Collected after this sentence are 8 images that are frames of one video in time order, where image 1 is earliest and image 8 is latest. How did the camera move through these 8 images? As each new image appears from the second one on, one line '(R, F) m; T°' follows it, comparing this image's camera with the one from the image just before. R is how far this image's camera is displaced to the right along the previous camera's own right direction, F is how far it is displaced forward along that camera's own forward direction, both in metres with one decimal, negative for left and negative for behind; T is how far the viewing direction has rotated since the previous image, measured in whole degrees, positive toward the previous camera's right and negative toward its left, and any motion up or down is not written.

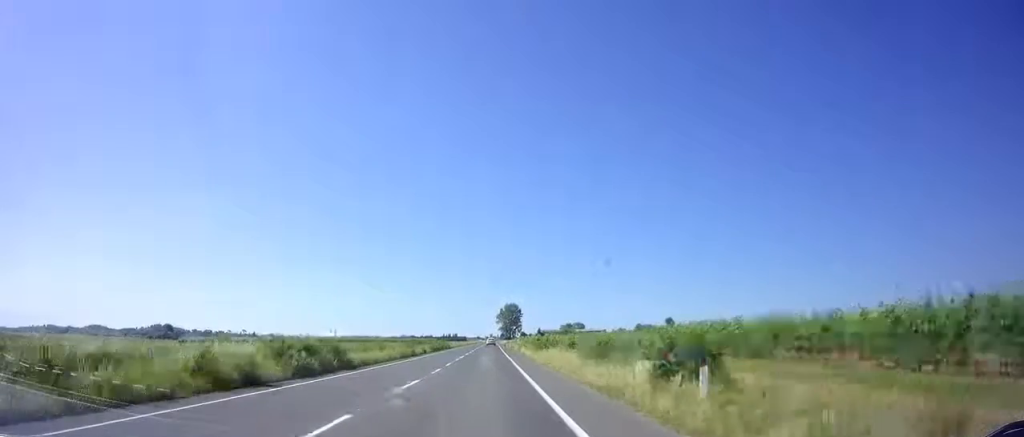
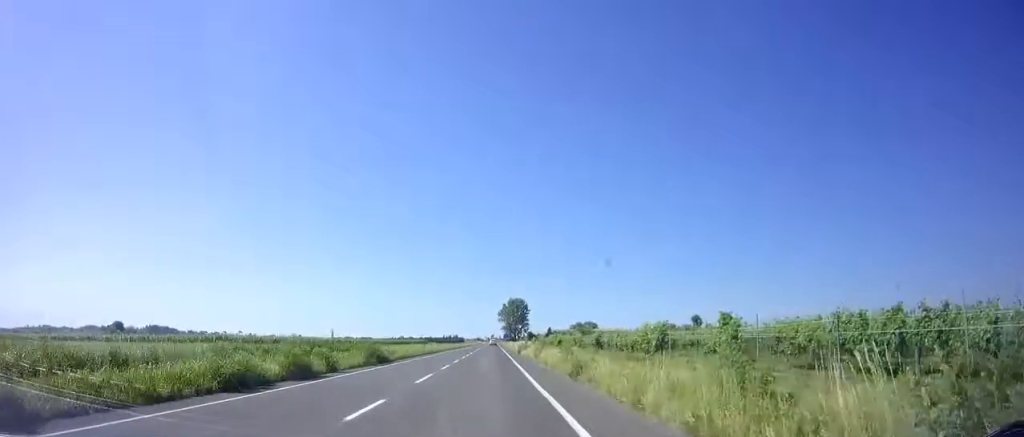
(+0.1, +49.1) m; 0°
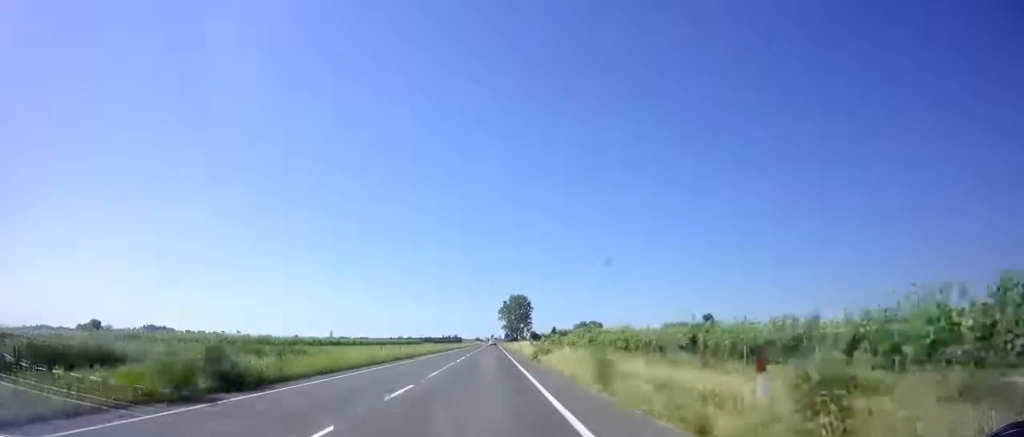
(0.0, +18.9) m; 0°
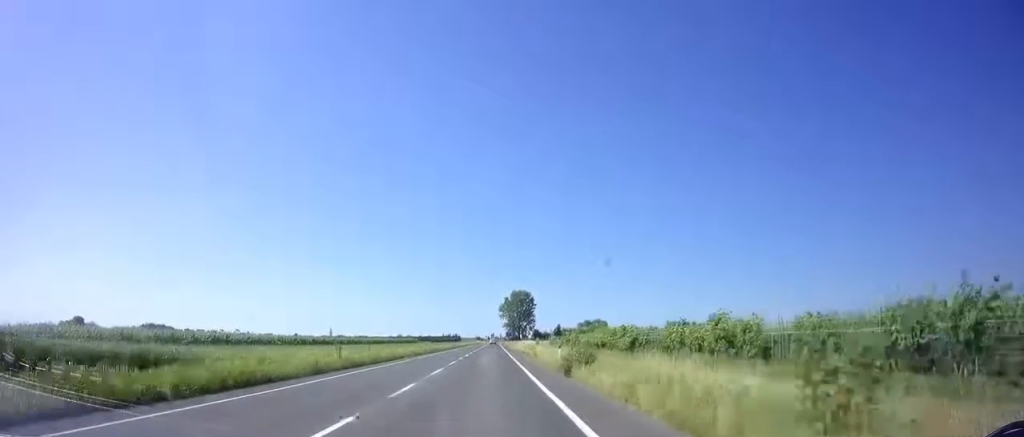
(-0.1, +13.3) m; 0°
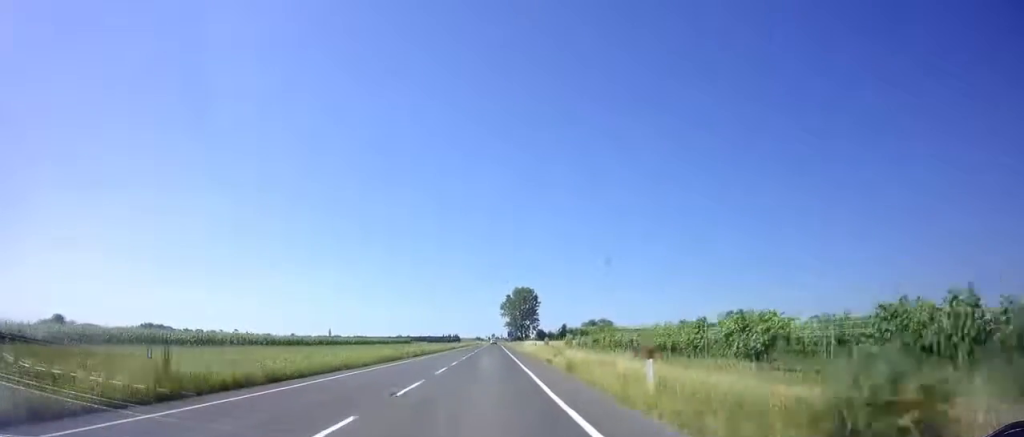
(0.0, +14.7) m; 0°
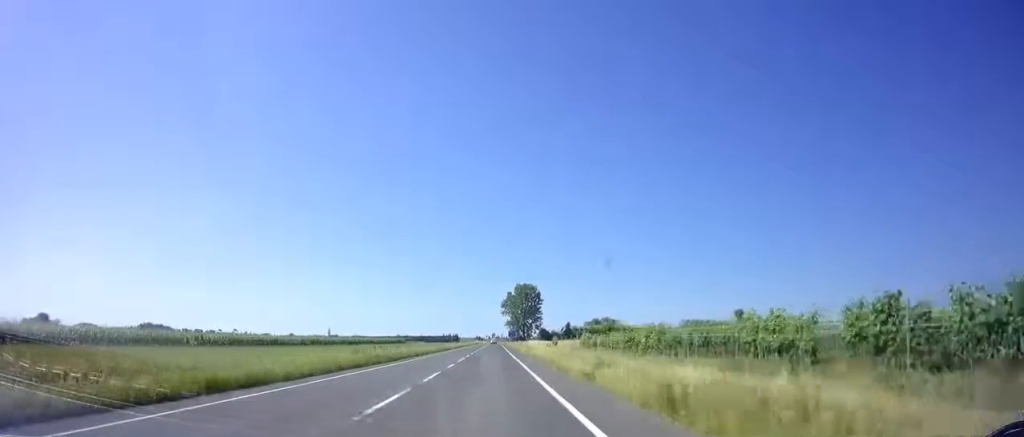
(0.0, +10.5) m; 0°
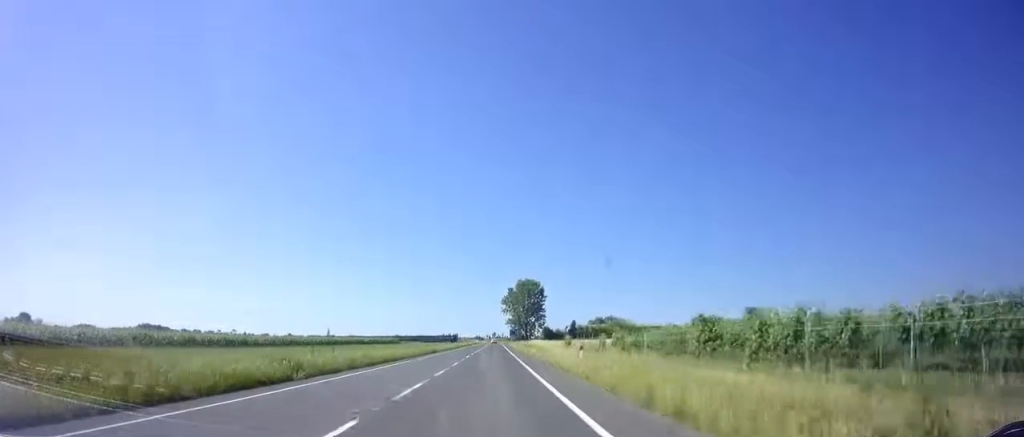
(-0.1, +11.9) m; 0°
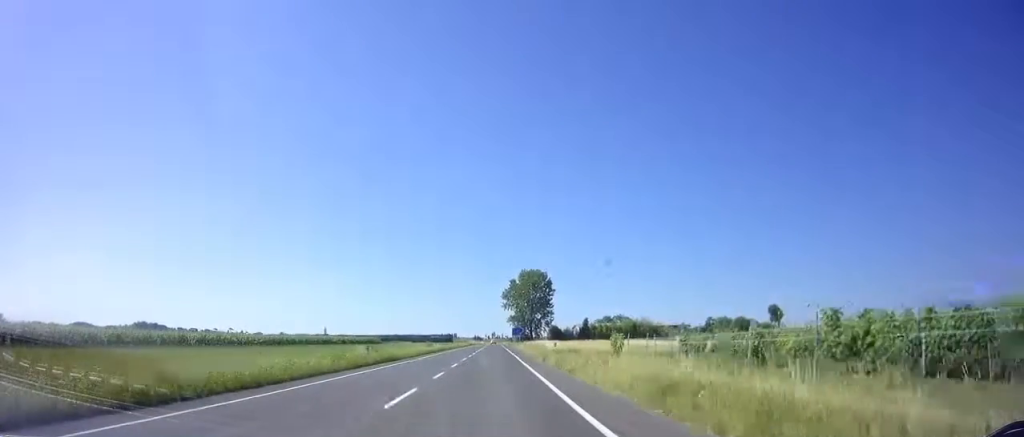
(0.0, +24.4) m; 0°
